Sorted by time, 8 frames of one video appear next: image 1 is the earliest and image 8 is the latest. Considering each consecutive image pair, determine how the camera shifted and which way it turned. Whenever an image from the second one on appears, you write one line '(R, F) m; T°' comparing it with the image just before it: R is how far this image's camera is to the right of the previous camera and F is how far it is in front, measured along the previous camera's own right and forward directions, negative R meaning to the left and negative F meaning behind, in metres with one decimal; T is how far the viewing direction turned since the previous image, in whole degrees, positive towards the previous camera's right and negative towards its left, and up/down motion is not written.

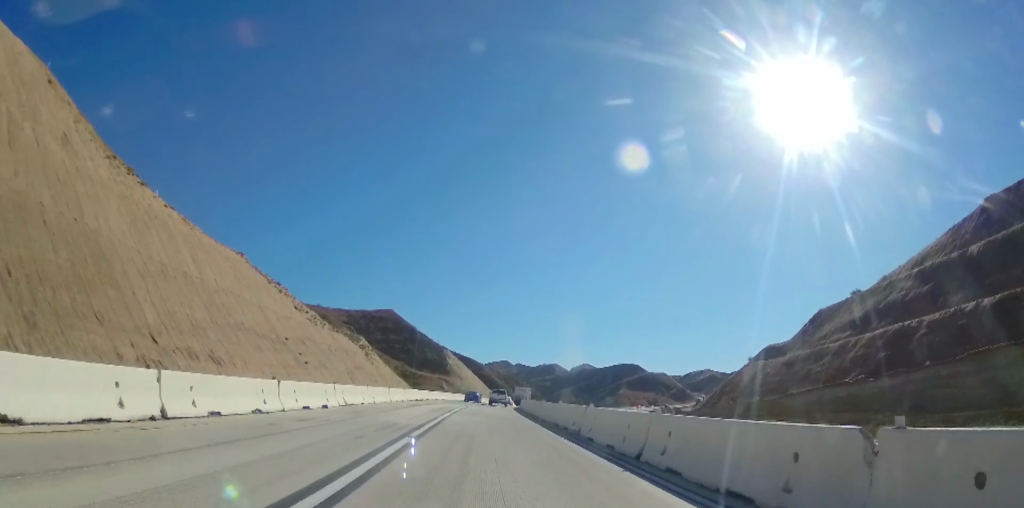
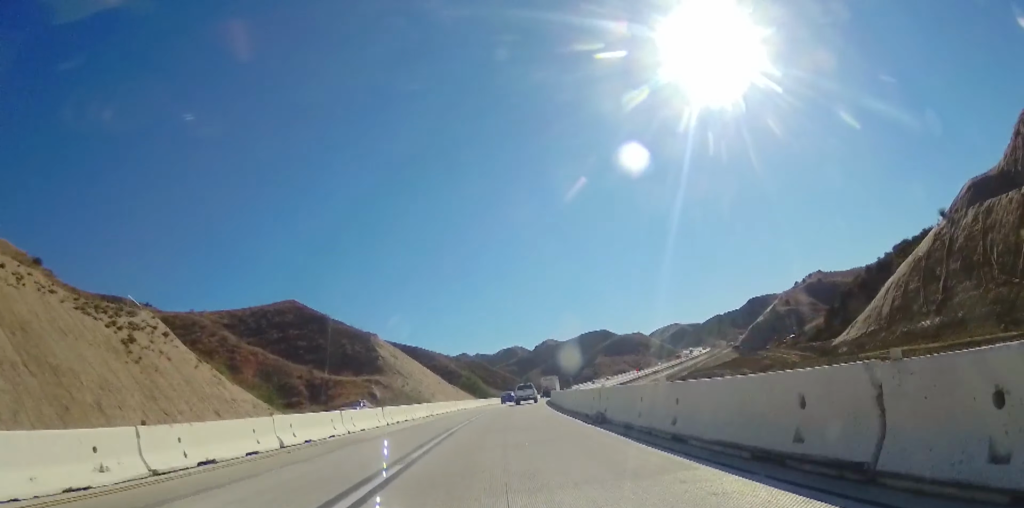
(+1.7, +60.8) m; +3°
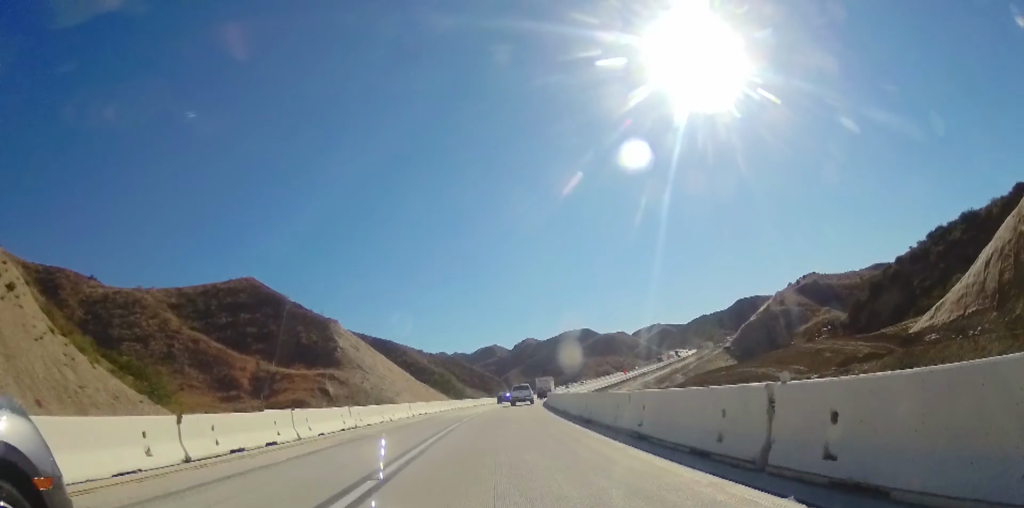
(+0.3, +16.4) m; +2°
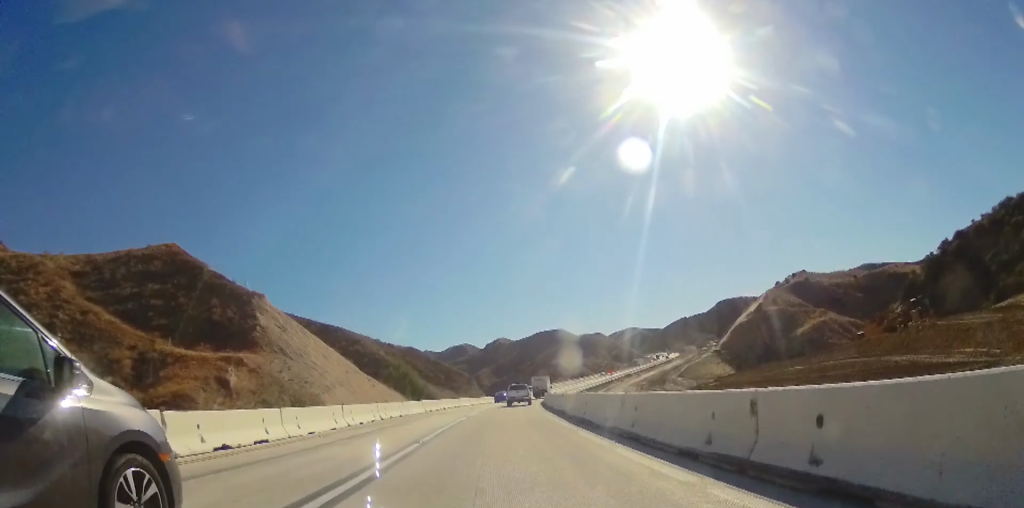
(+0.6, +24.3) m; +4°
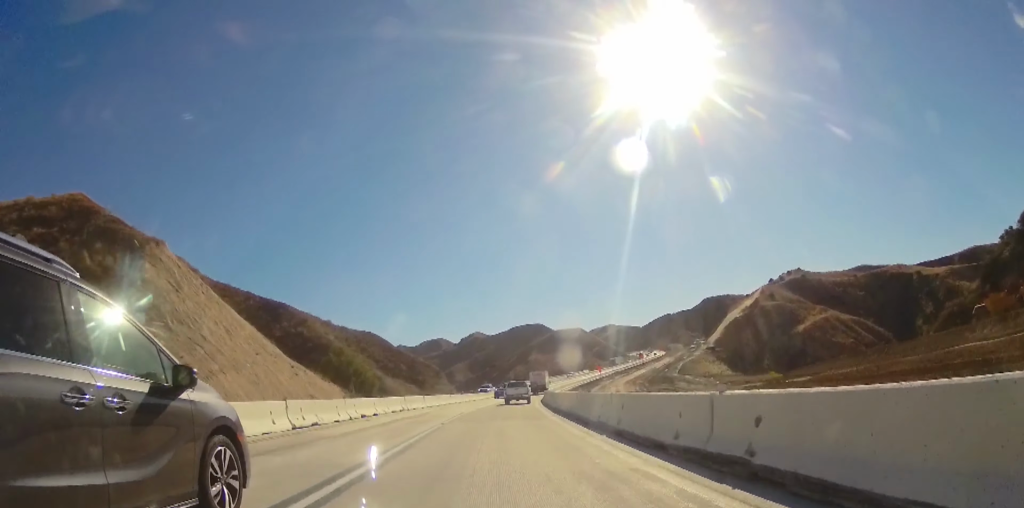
(+0.8, +23.2) m; +5°
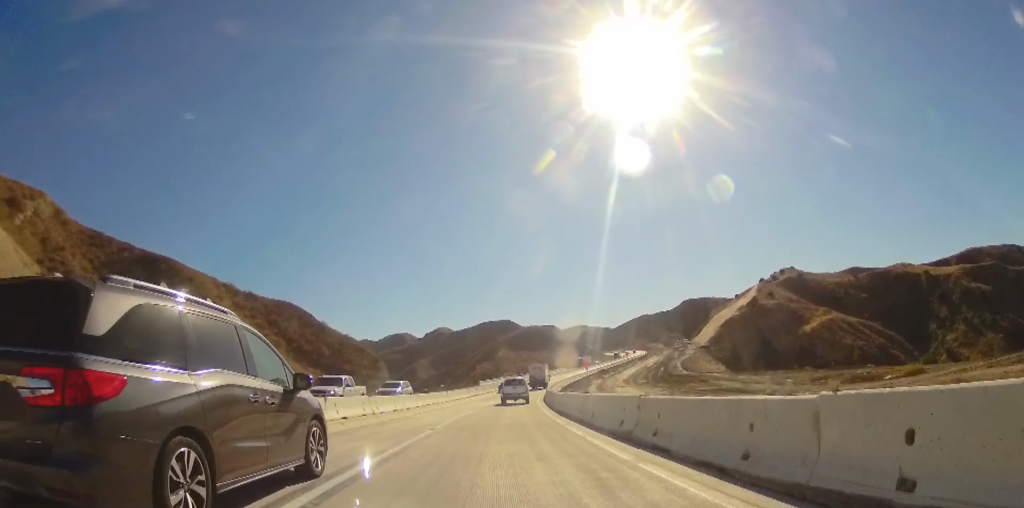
(+2.1, +32.4) m; +5°
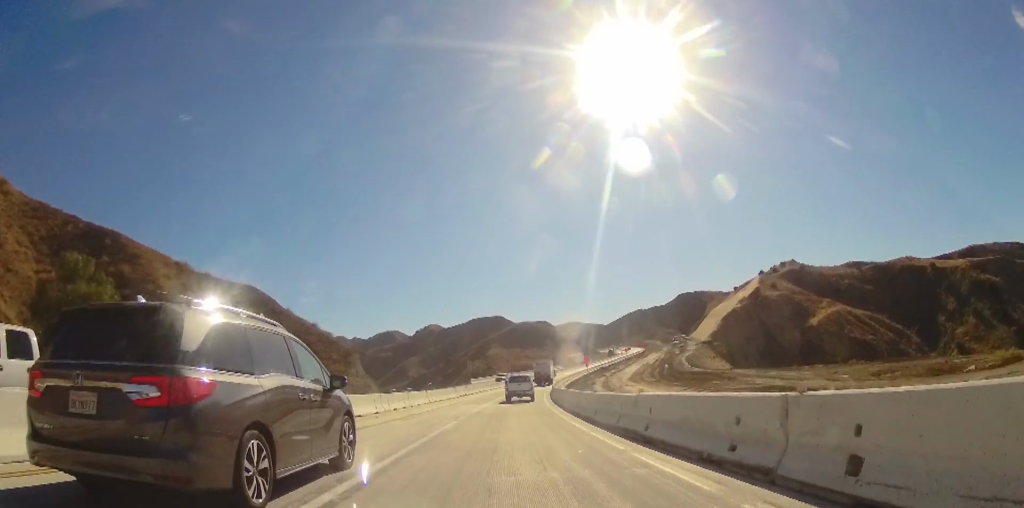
(+0.2, +11.3) m; +1°
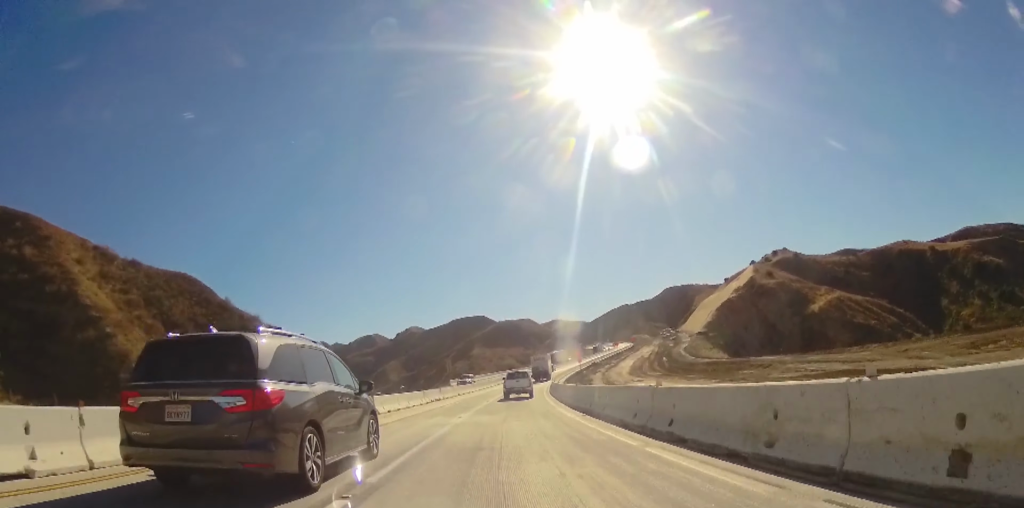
(+0.1, +13.1) m; +1°
